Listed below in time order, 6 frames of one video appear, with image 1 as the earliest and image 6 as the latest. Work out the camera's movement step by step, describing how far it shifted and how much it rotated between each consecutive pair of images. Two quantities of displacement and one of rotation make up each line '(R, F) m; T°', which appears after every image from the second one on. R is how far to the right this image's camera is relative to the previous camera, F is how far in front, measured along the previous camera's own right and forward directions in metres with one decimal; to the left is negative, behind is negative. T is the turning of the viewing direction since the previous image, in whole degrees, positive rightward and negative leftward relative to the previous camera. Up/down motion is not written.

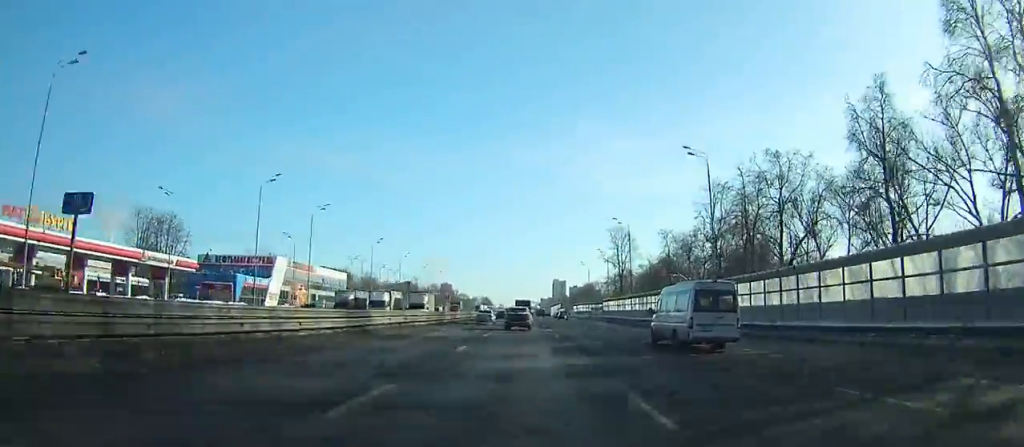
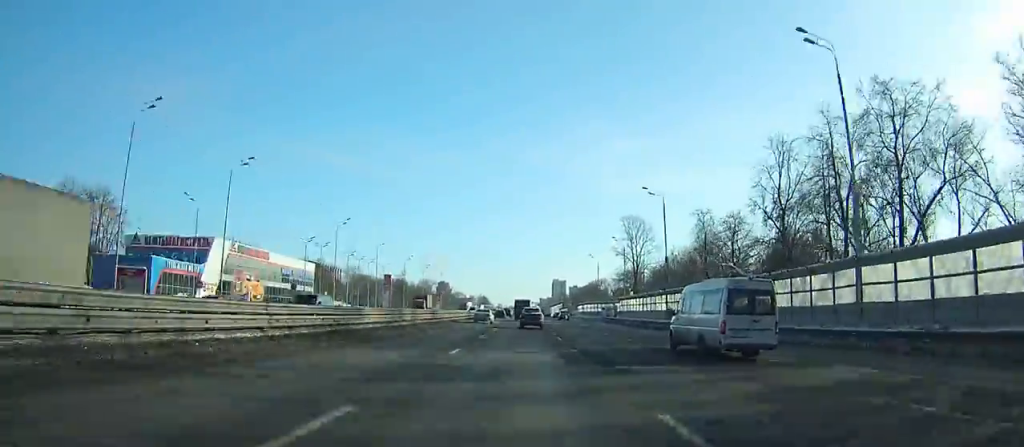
(0.0, +26.4) m; 0°
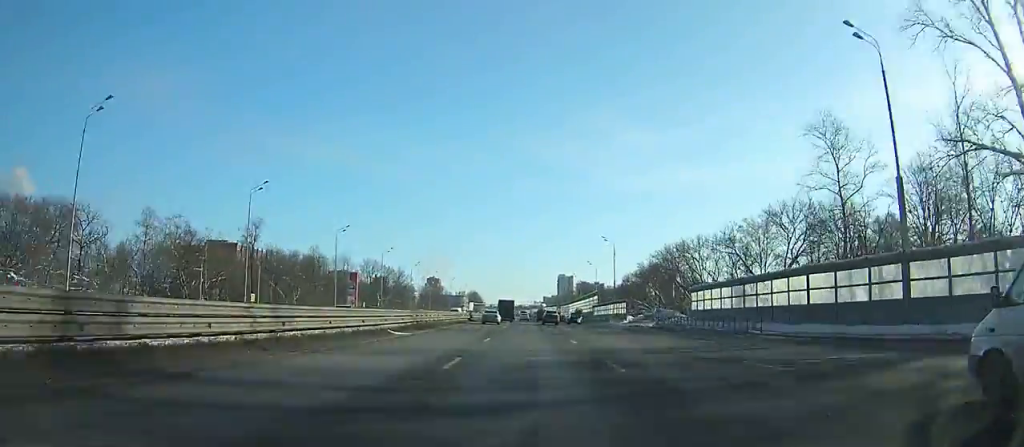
(-0.5, +135.4) m; 0°
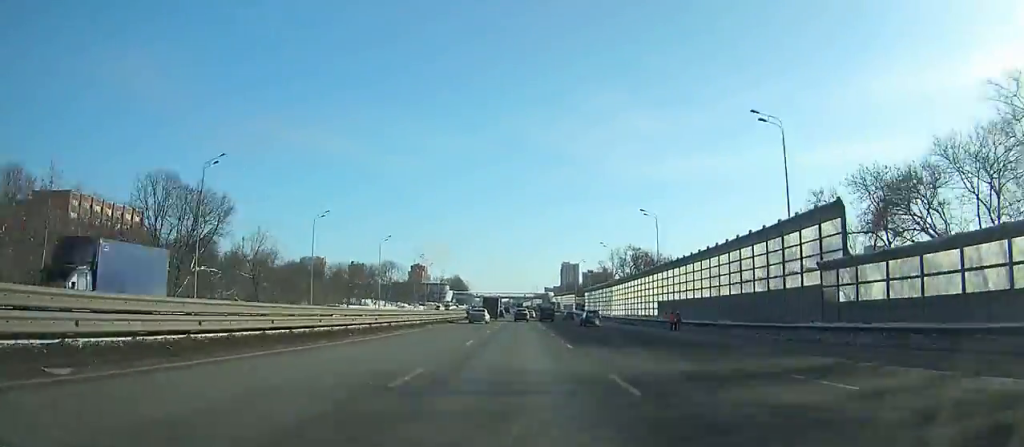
(+0.5, +122.2) m; 0°
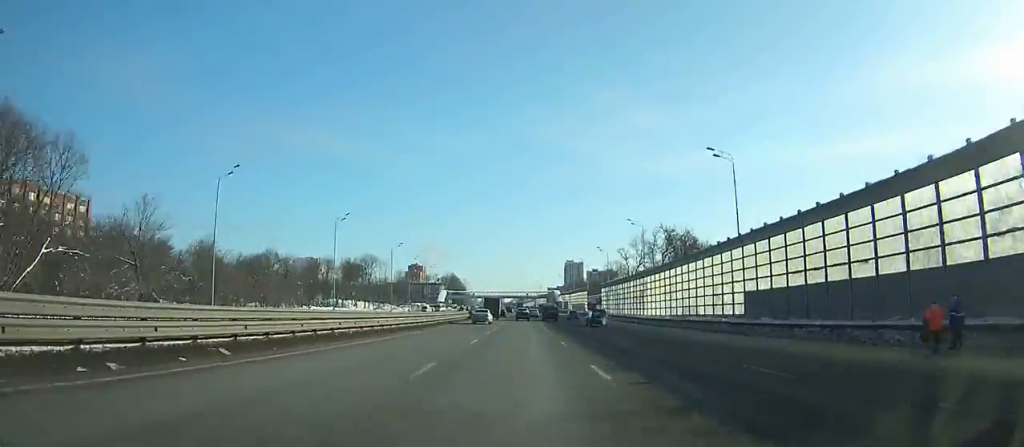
(-0.1, +33.8) m; 0°
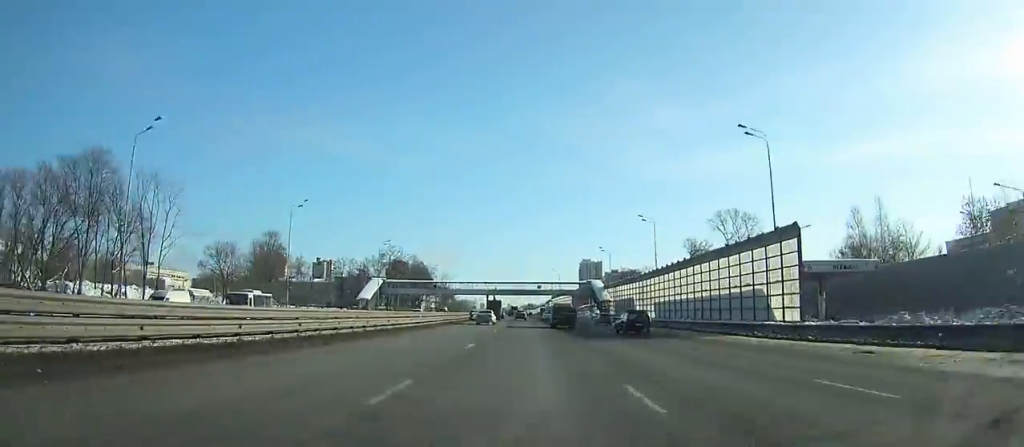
(-1.1, +135.7) m; -1°
